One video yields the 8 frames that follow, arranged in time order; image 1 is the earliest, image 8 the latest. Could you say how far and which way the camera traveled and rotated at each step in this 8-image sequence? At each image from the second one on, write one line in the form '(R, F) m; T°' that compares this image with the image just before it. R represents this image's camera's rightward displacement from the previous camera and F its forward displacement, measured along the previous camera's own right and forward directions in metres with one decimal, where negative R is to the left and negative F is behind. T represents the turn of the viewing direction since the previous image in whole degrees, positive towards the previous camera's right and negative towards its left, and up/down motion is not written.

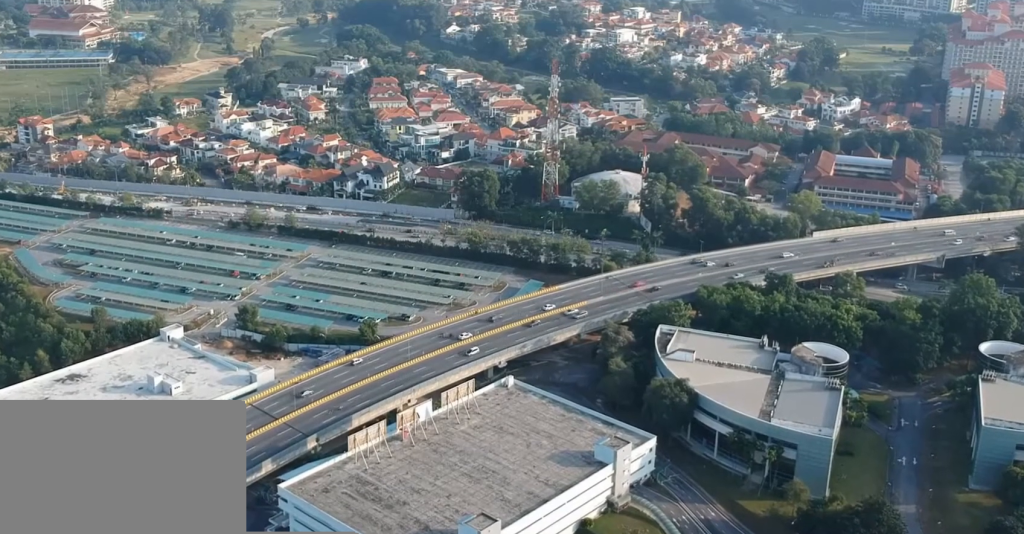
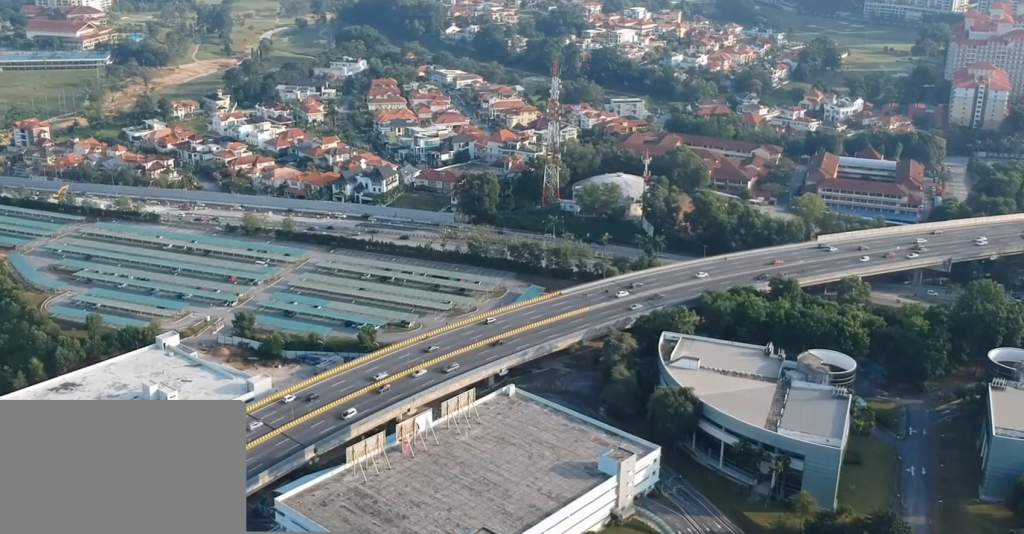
(+0.1, +5.4) m; +1°
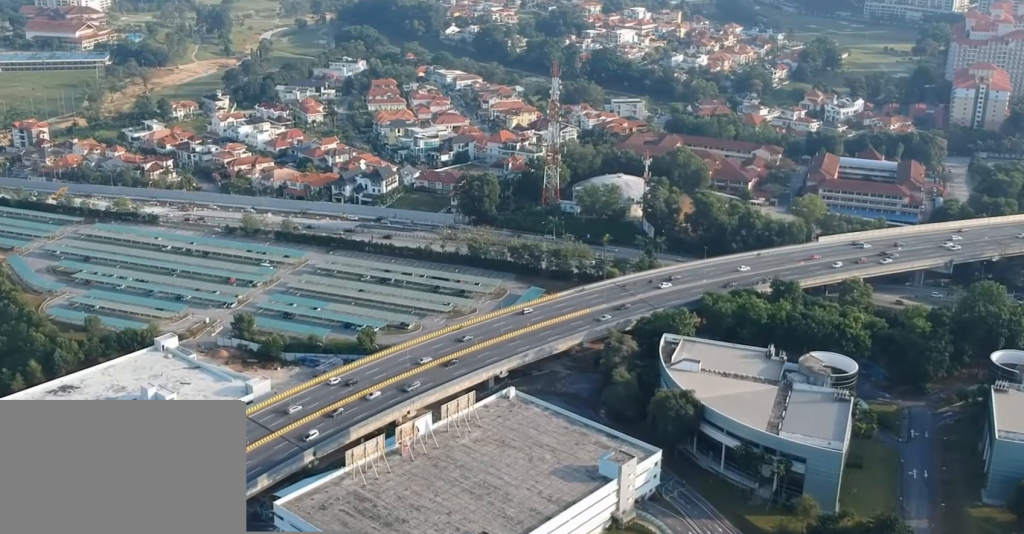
(0.0, +1.5) m; 0°
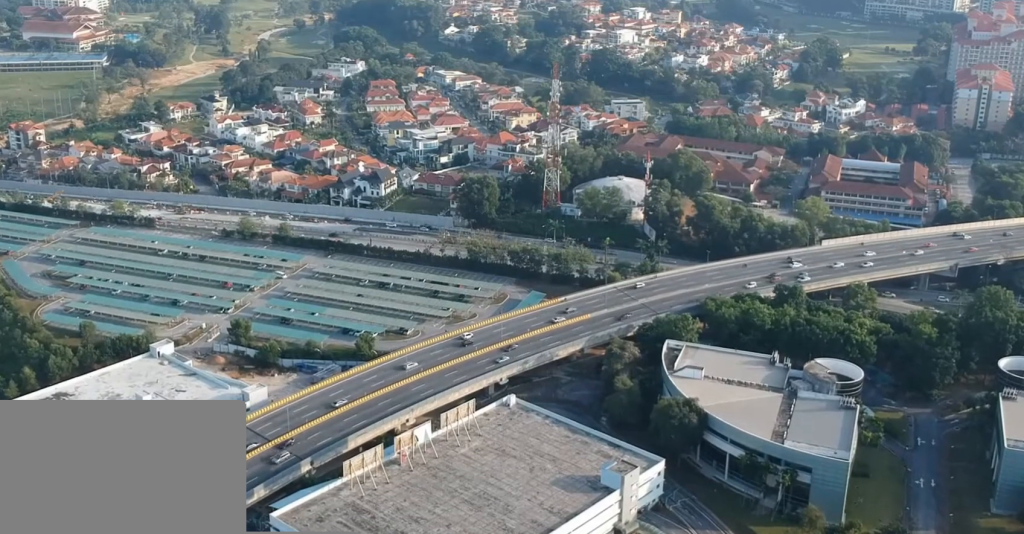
(+0.1, +4.8) m; +1°
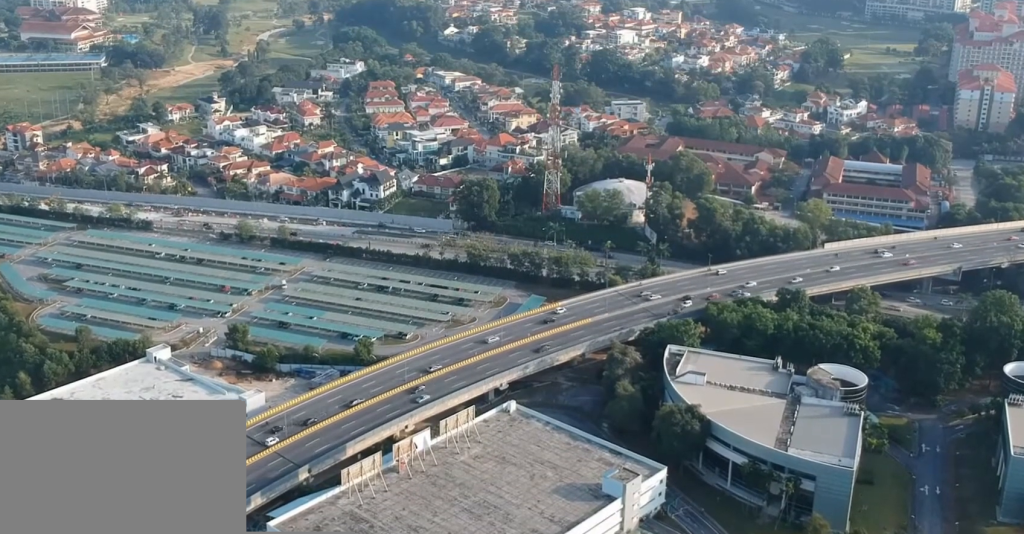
(0.0, +3.5) m; 0°
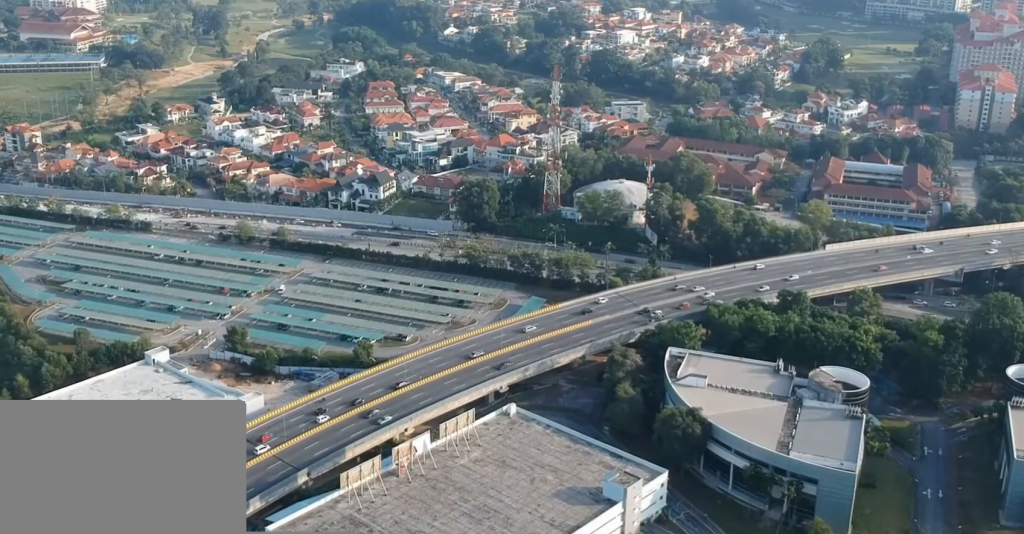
(0.0, +1.7) m; 0°
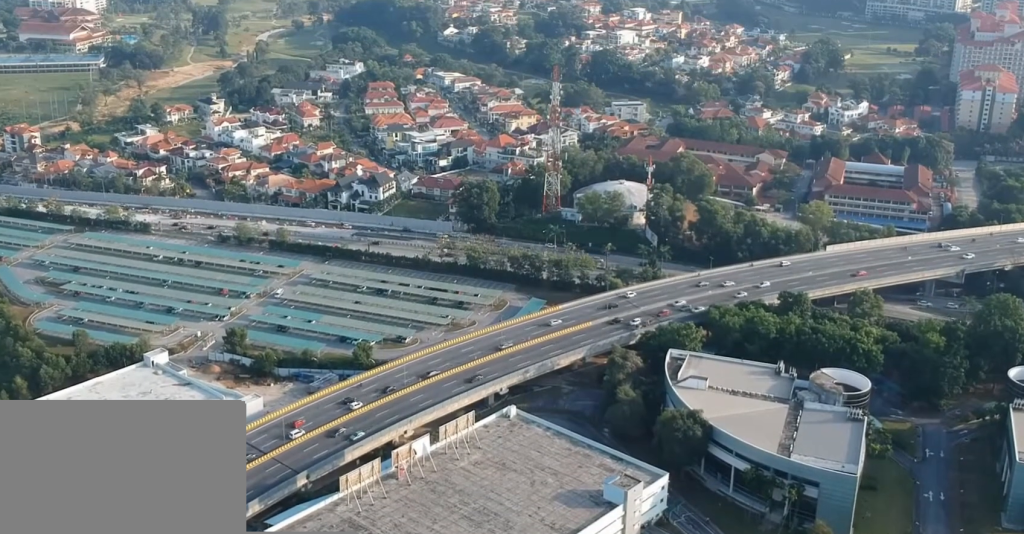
(0.0, +1.2) m; 0°
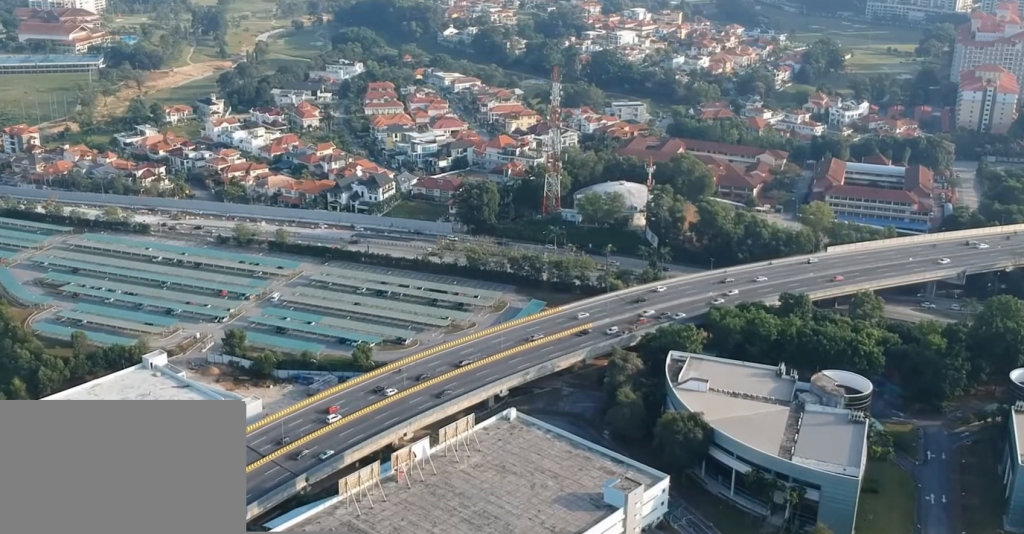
(0.0, +1.2) m; 0°
